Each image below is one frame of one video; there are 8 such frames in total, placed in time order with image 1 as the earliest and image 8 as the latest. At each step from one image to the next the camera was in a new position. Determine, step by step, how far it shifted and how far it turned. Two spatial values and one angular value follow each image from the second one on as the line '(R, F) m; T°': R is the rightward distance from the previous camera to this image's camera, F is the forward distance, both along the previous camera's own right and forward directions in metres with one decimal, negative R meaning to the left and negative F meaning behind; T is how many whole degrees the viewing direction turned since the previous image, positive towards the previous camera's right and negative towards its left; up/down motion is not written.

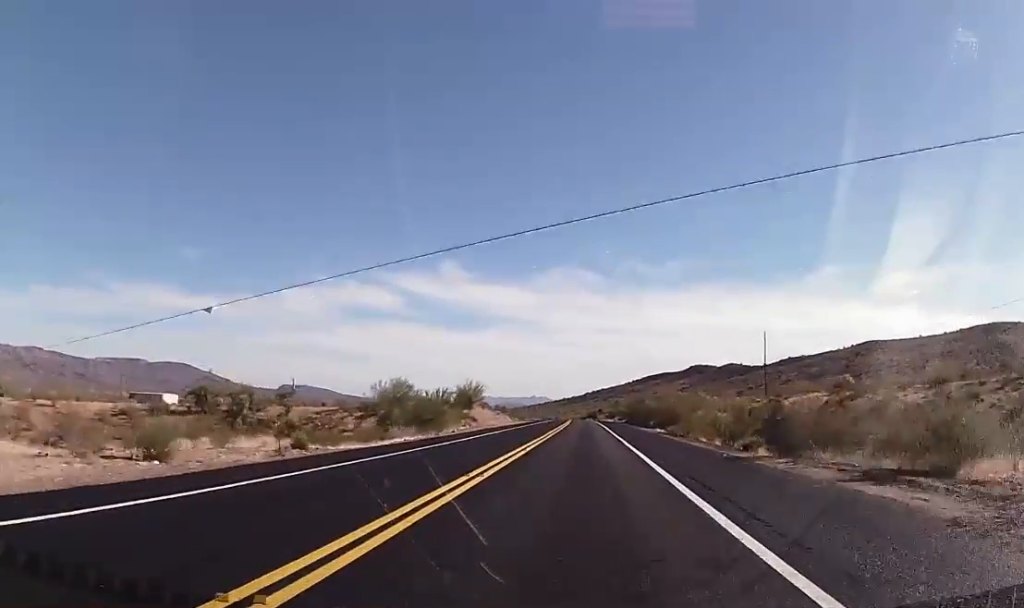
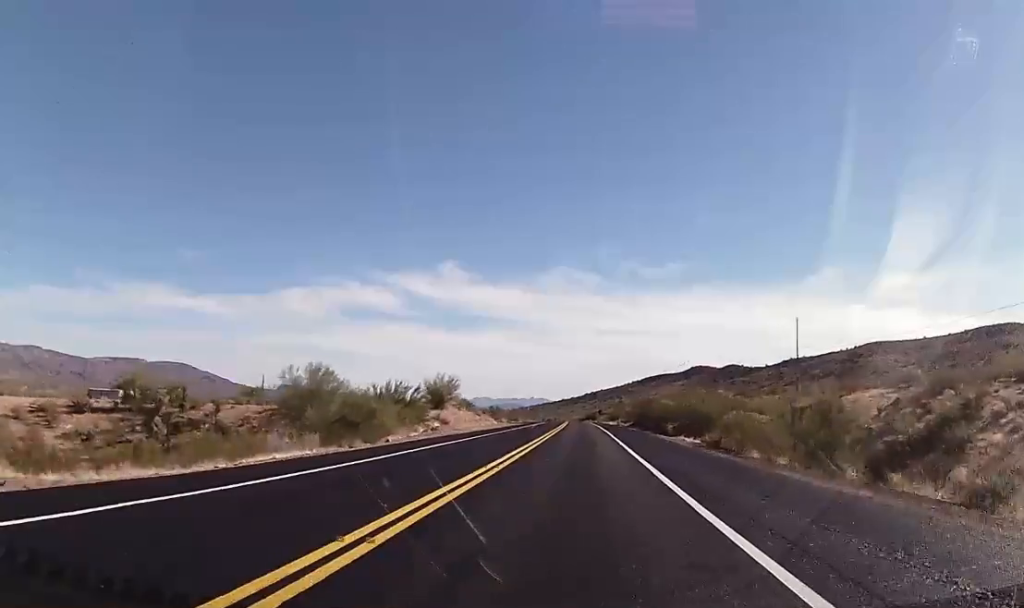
(-0.1, +18.5) m; 0°
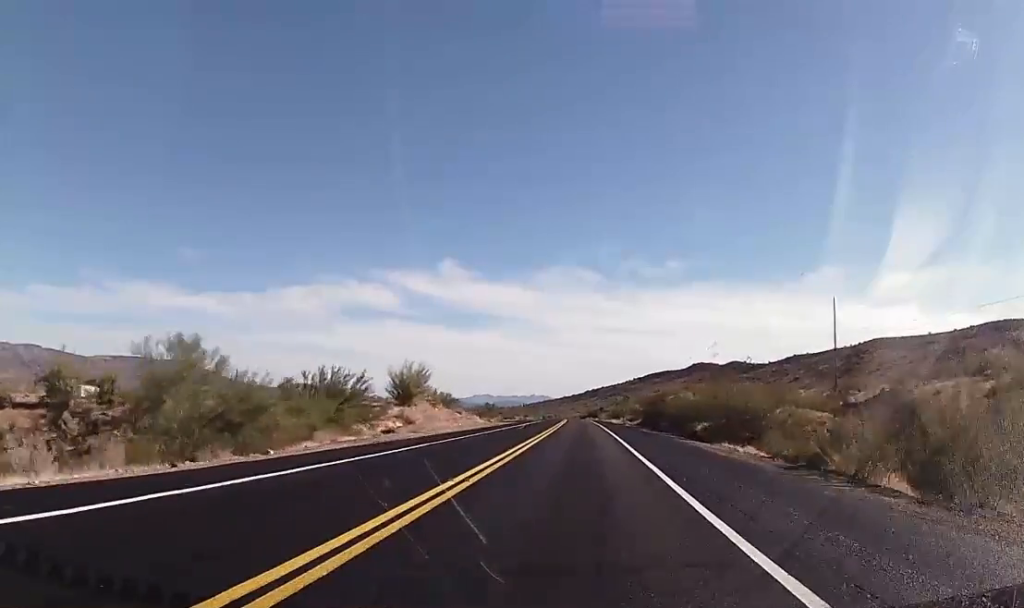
(+0.1, +15.0) m; +1°
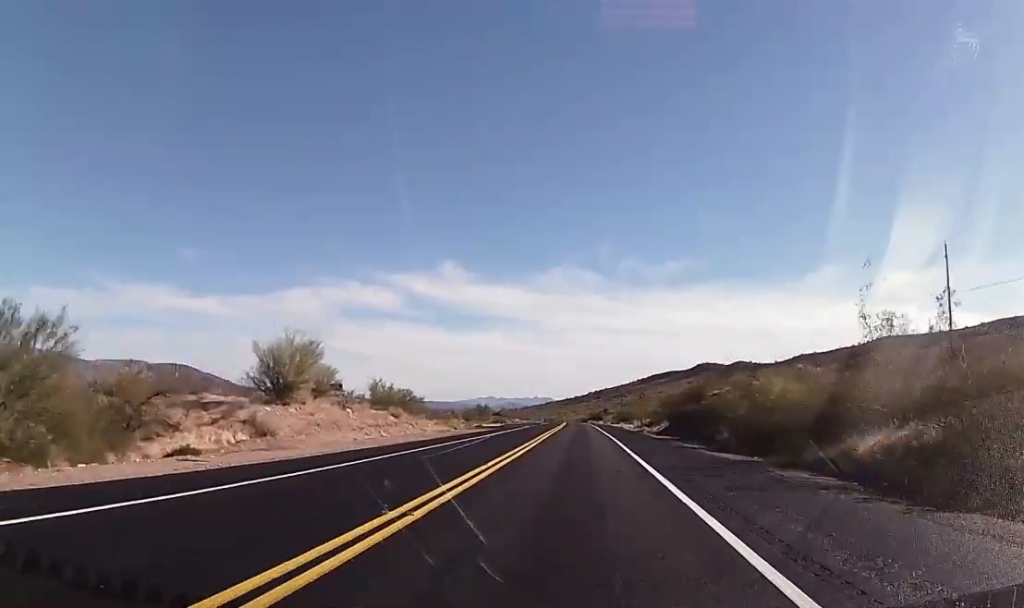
(+0.3, +27.3) m; -1°
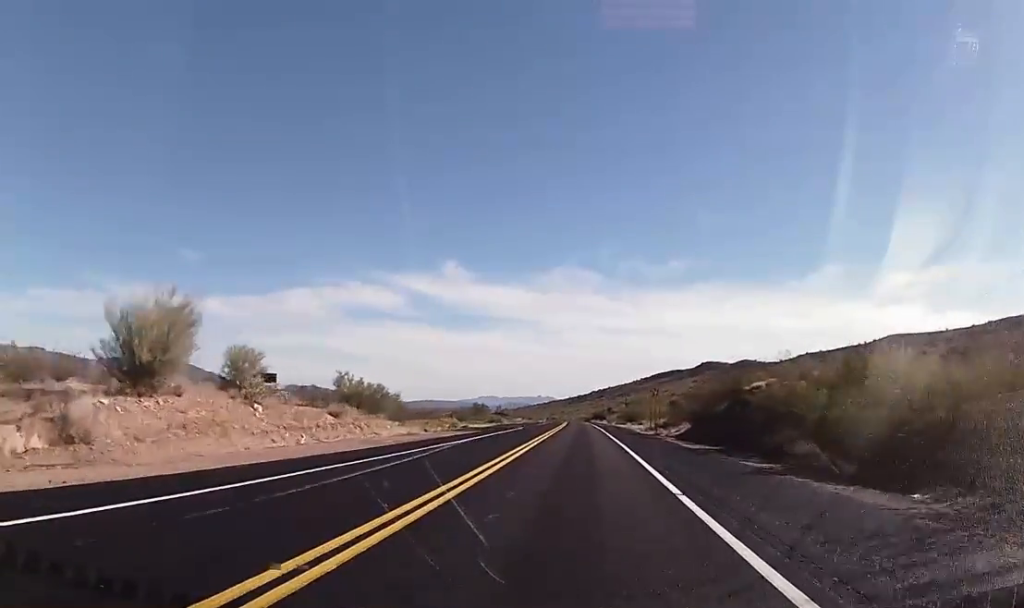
(-0.1, +13.3) m; 0°
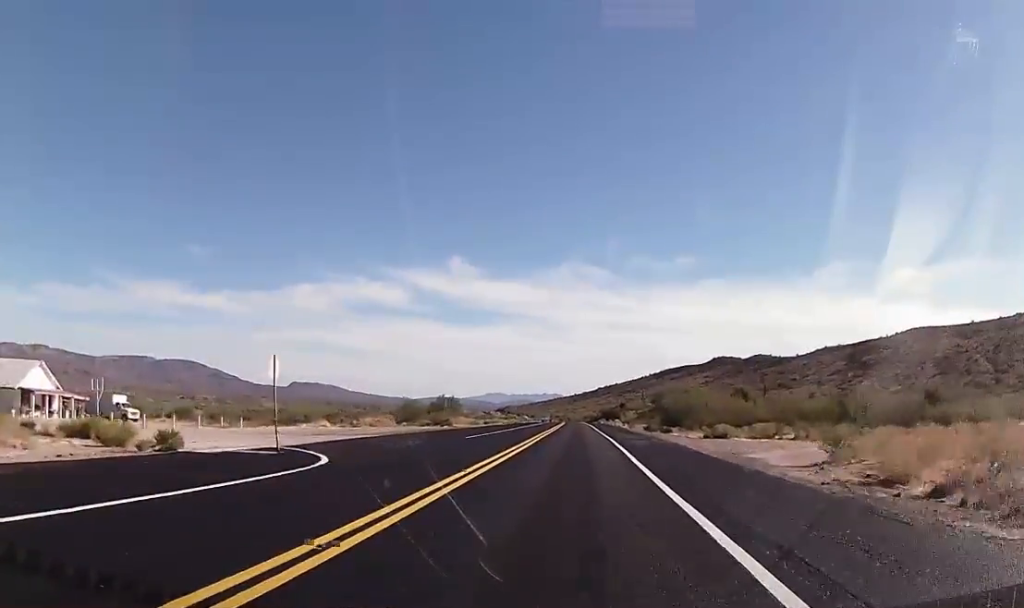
(-0.4, +62.3) m; 0°
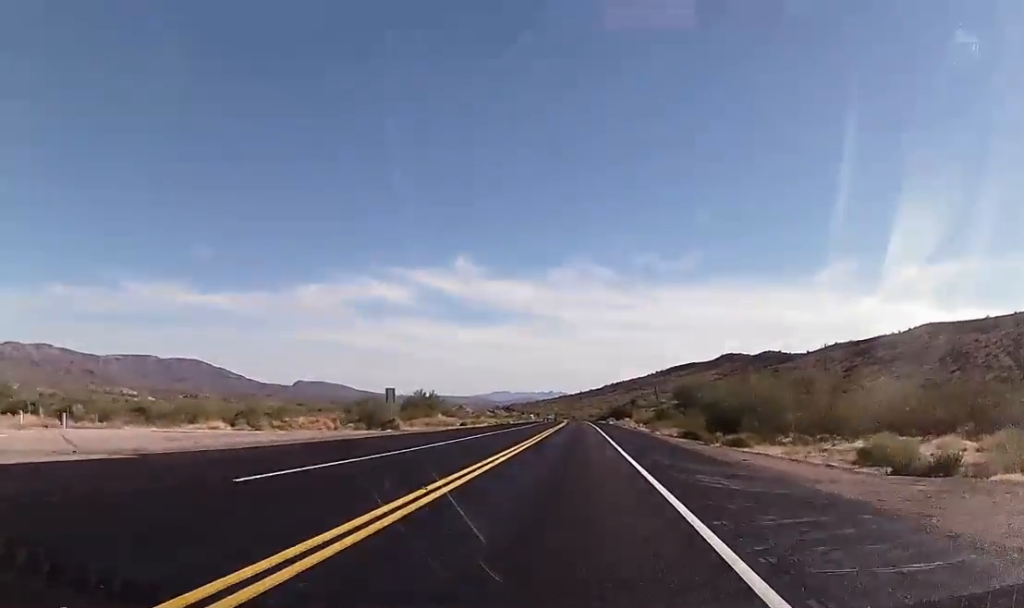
(-0.1, +28.3) m; 0°
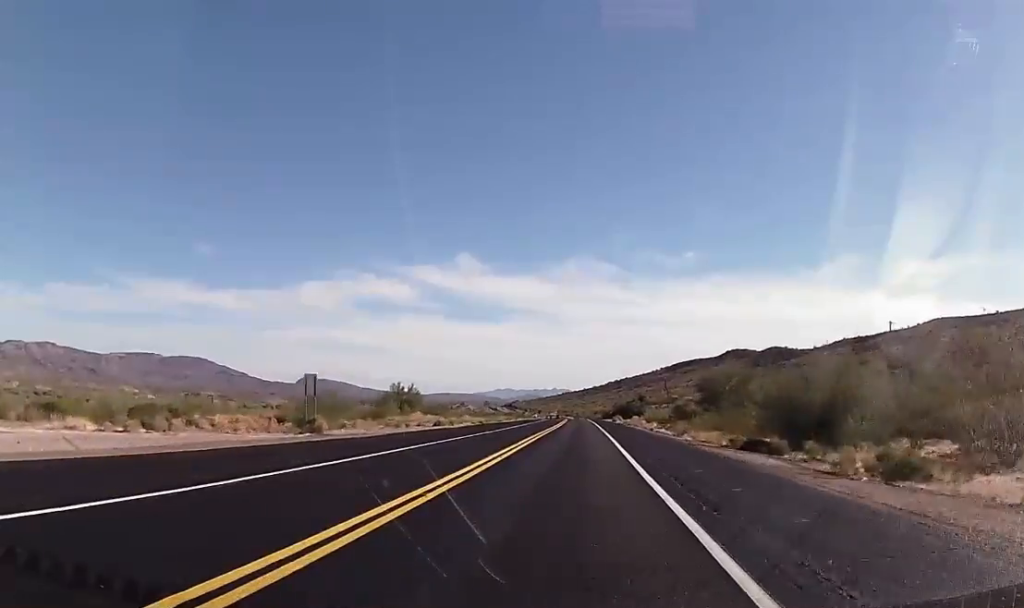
(+0.2, +19.6) m; 0°
